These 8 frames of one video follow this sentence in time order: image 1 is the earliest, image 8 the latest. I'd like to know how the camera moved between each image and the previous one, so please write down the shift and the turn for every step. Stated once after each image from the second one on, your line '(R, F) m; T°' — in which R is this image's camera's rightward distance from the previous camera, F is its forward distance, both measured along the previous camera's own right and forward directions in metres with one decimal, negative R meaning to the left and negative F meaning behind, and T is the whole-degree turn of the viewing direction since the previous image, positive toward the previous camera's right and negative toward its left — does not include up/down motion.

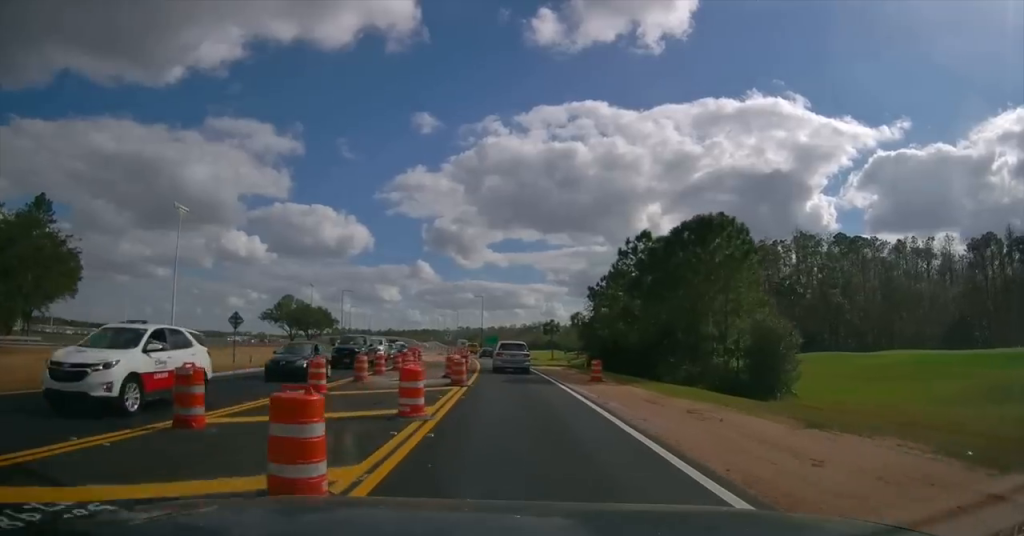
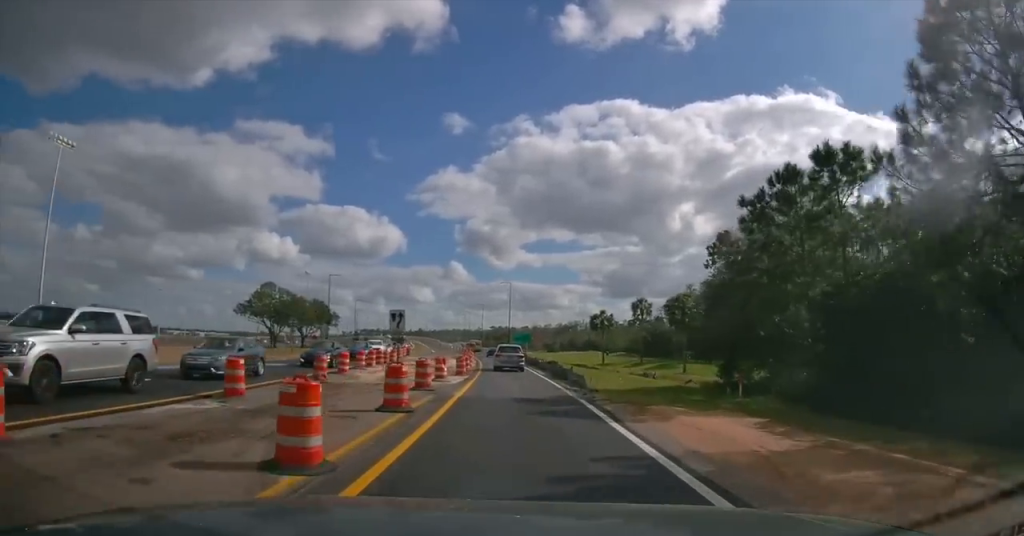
(-0.9, +32.5) m; -4°
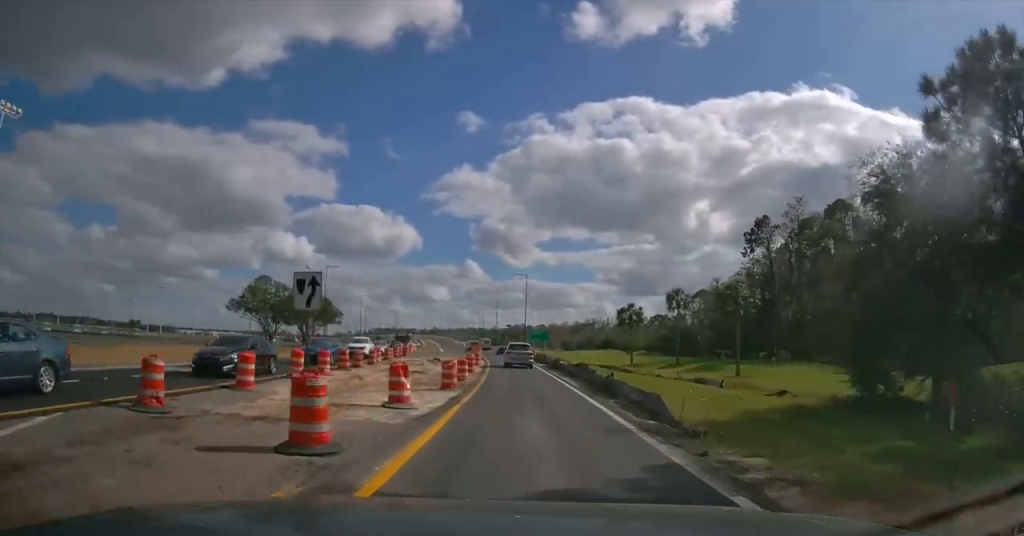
(-0.2, +10.8) m; -1°
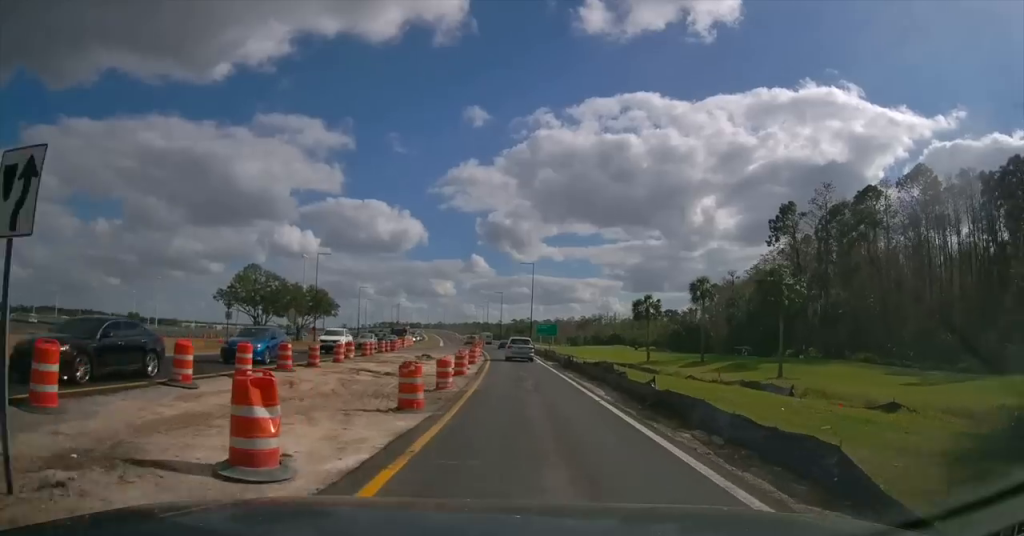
(0.0, +7.6) m; 0°
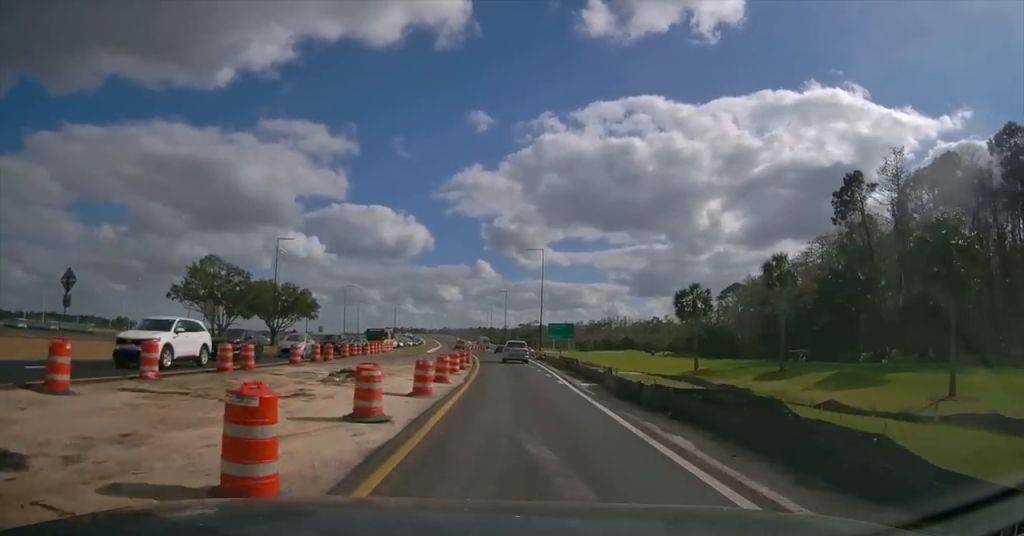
(-0.1, +18.2) m; -1°
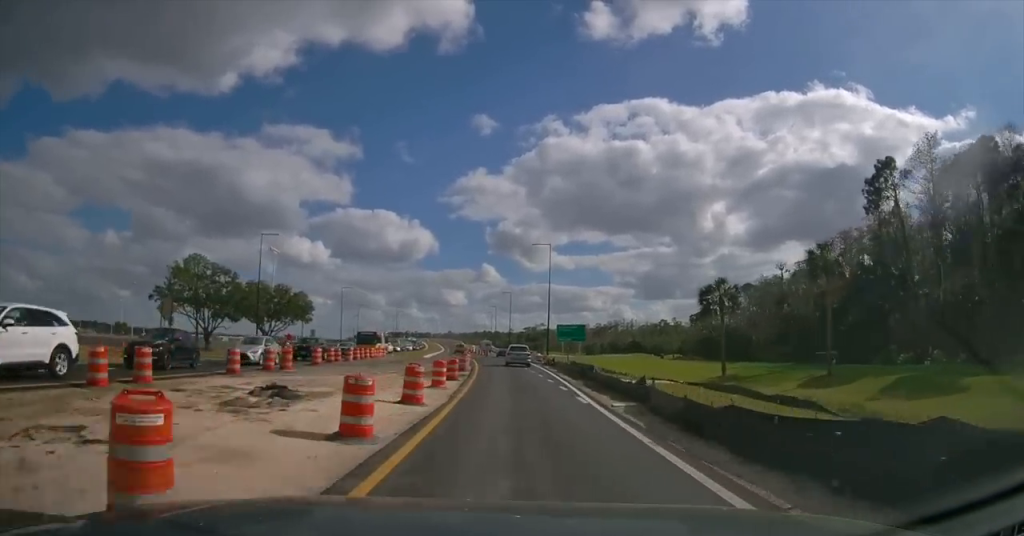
(0.0, +6.5) m; 0°
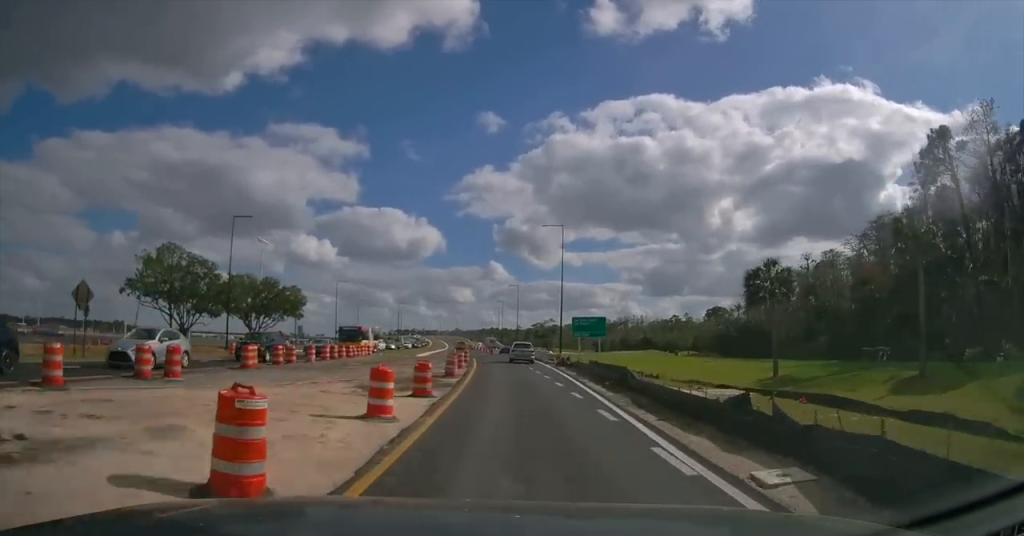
(0.0, +9.2) m; -1°
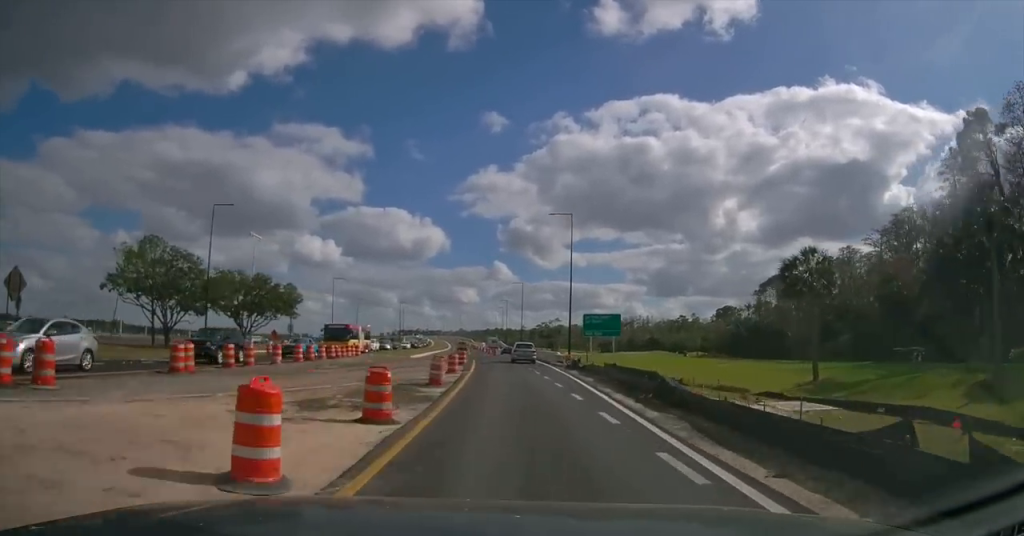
(0.0, +5.4) m; 0°
